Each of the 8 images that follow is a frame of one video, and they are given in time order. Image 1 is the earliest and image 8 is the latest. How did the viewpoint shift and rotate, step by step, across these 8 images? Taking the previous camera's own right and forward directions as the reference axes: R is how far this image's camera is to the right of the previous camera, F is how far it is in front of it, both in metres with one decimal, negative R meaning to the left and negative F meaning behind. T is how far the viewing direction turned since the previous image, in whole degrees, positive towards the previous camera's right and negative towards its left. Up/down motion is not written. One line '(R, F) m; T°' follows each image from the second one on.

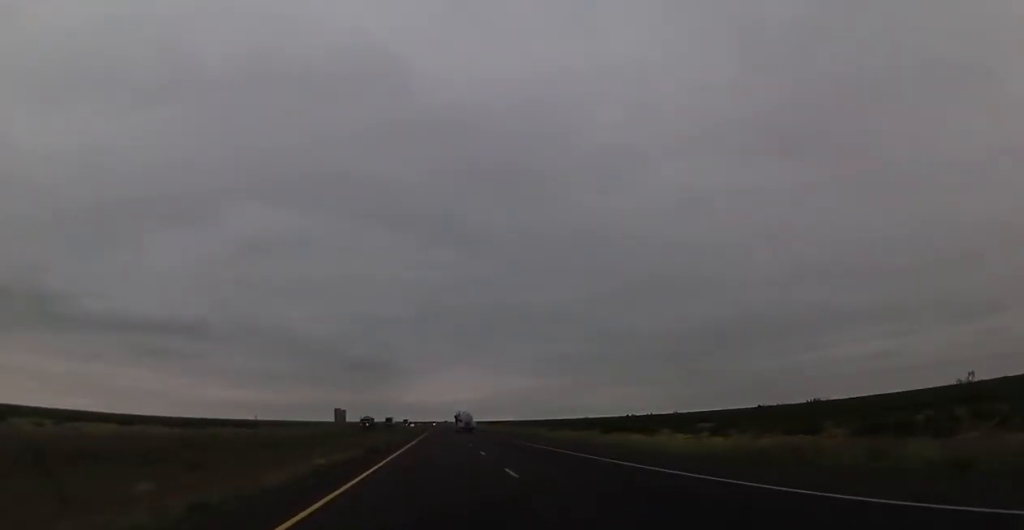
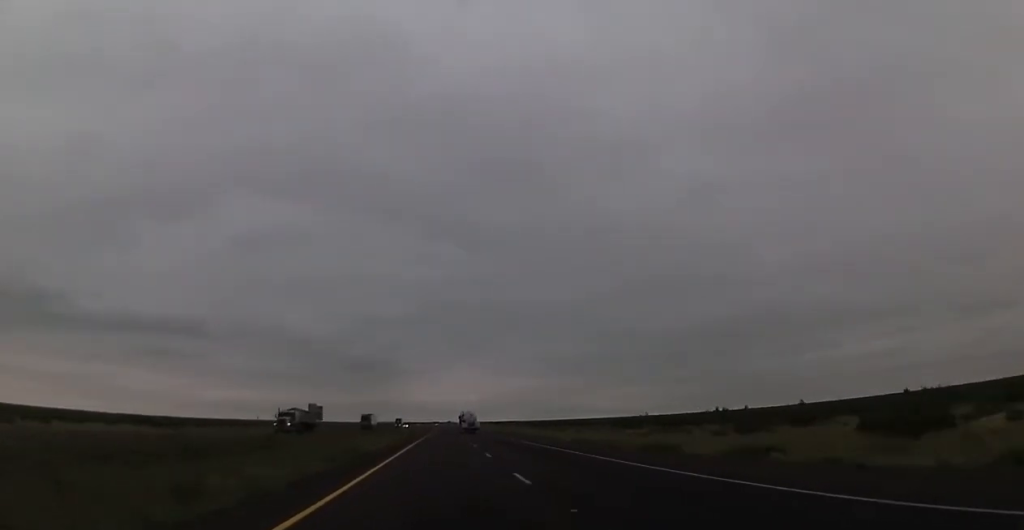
(0.0, +50.1) m; 0°
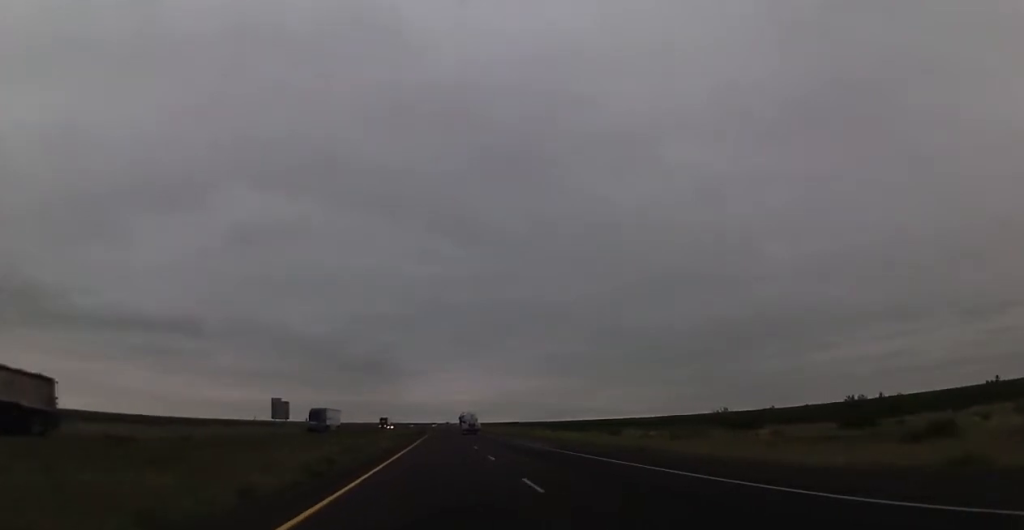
(0.0, +37.9) m; 0°
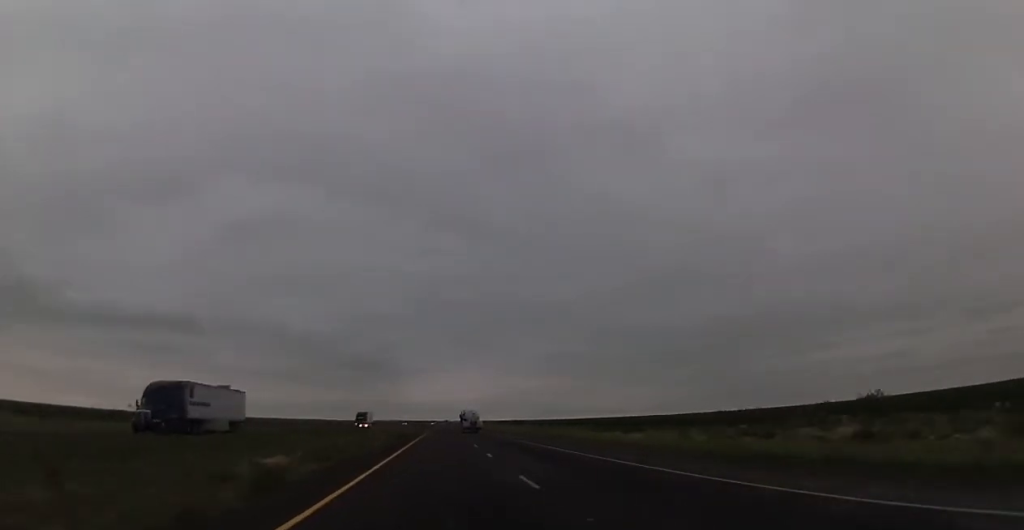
(0.0, +35.5) m; 0°
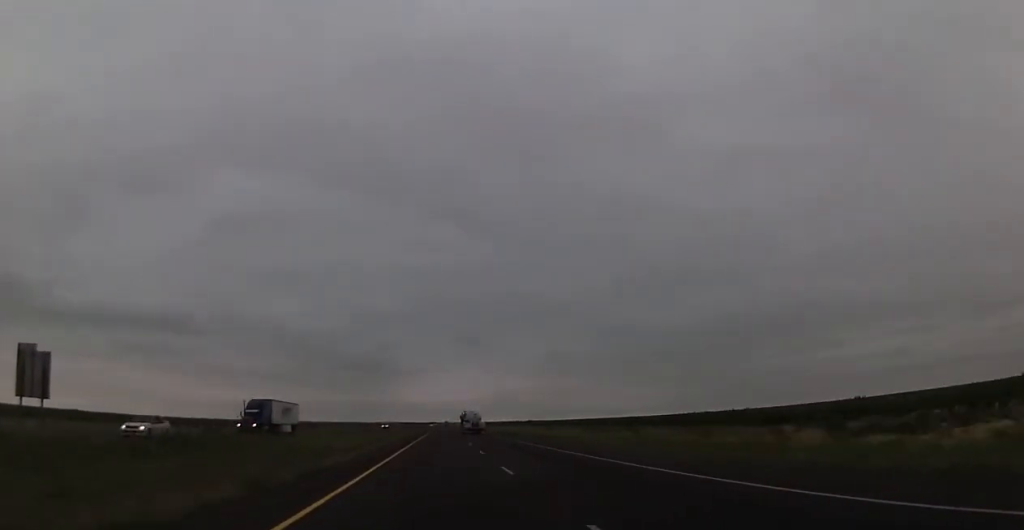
(0.0, +56.3) m; 0°
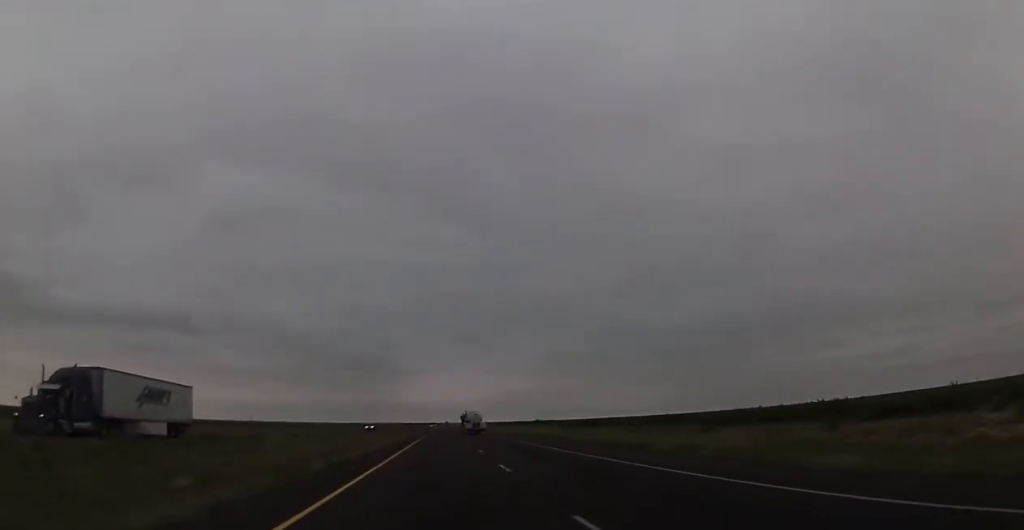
(0.0, +23.3) m; 0°
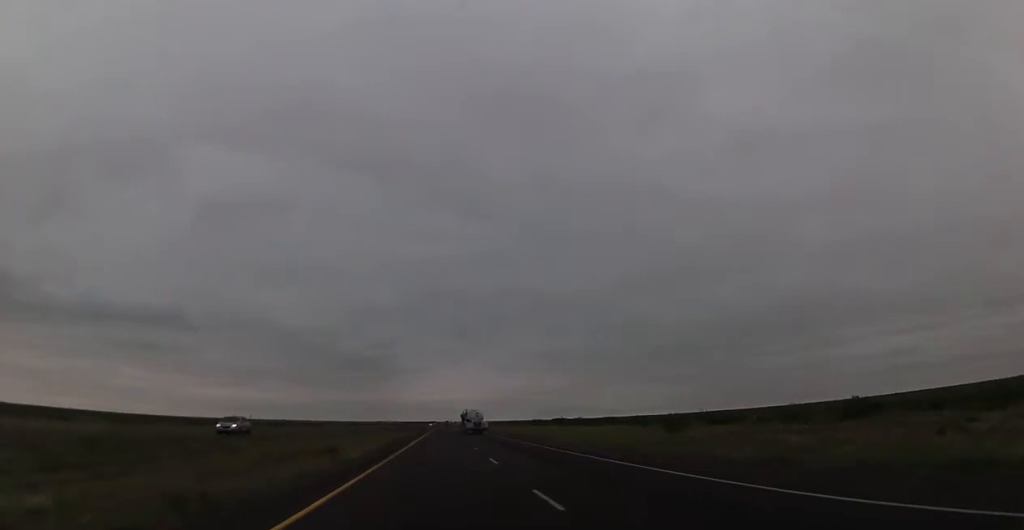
(0.0, +56.4) m; -1°
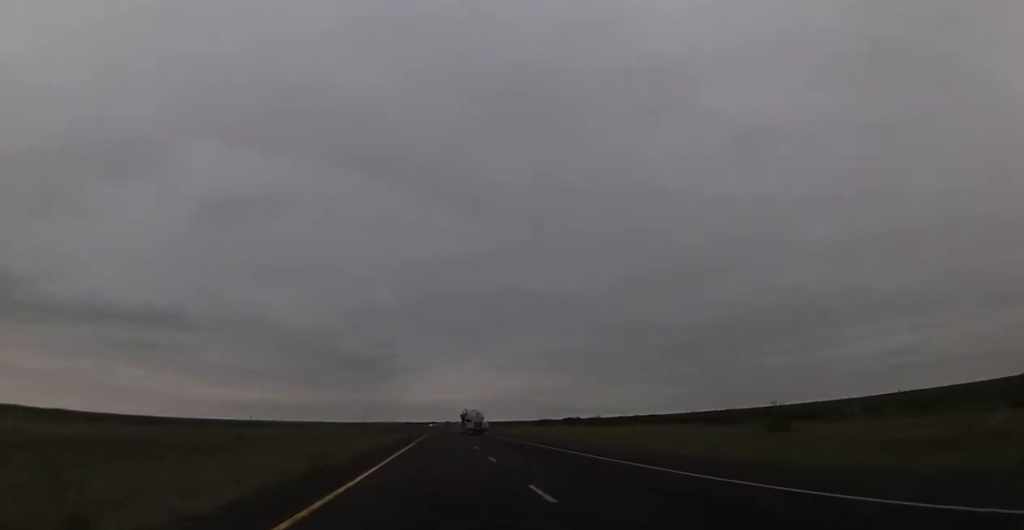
(-0.1, +23.3) m; 0°
